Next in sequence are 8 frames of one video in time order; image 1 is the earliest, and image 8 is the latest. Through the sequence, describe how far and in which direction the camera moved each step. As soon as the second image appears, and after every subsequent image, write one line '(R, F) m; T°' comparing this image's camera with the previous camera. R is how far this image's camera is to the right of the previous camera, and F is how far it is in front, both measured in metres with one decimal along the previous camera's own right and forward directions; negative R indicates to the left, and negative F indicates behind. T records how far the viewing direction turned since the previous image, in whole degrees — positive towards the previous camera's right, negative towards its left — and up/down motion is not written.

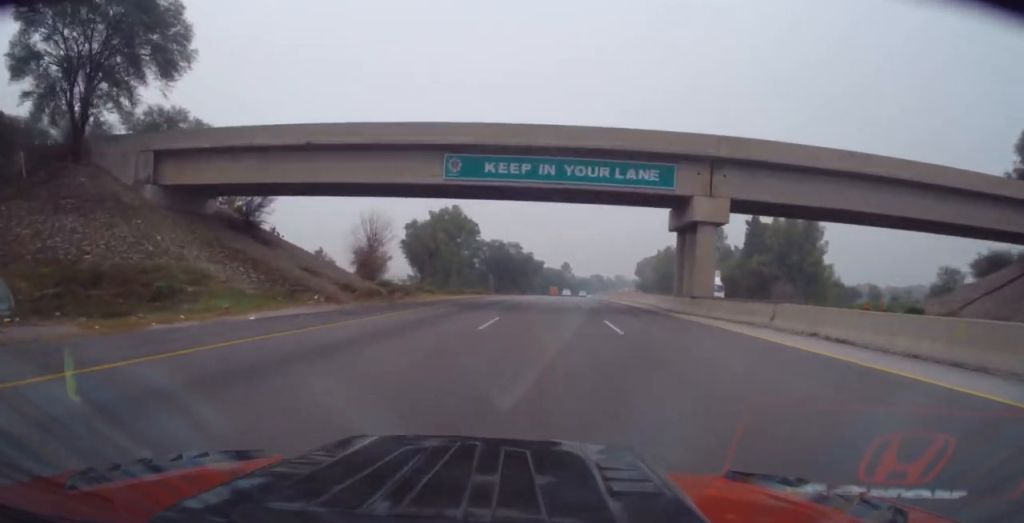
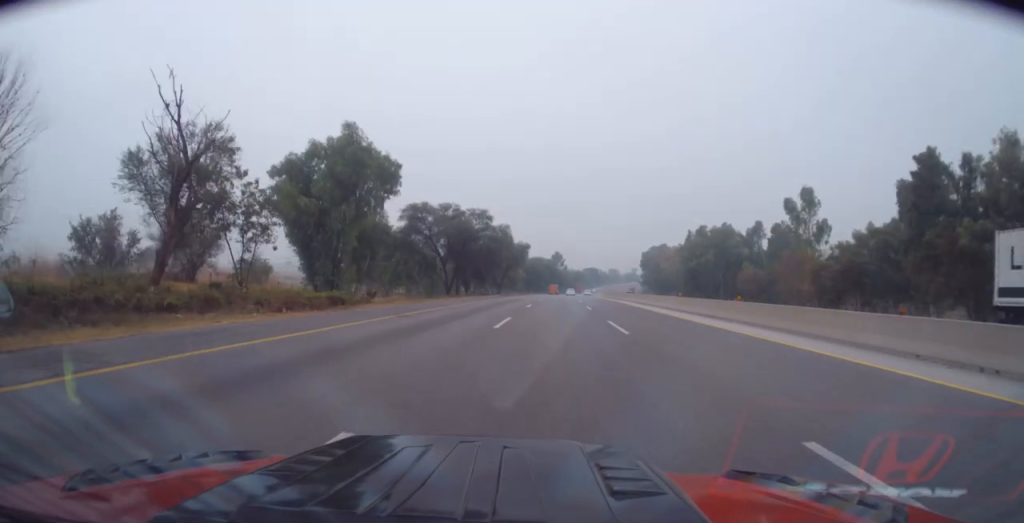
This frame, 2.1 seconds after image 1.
(+0.9, +52.8) m; +2°
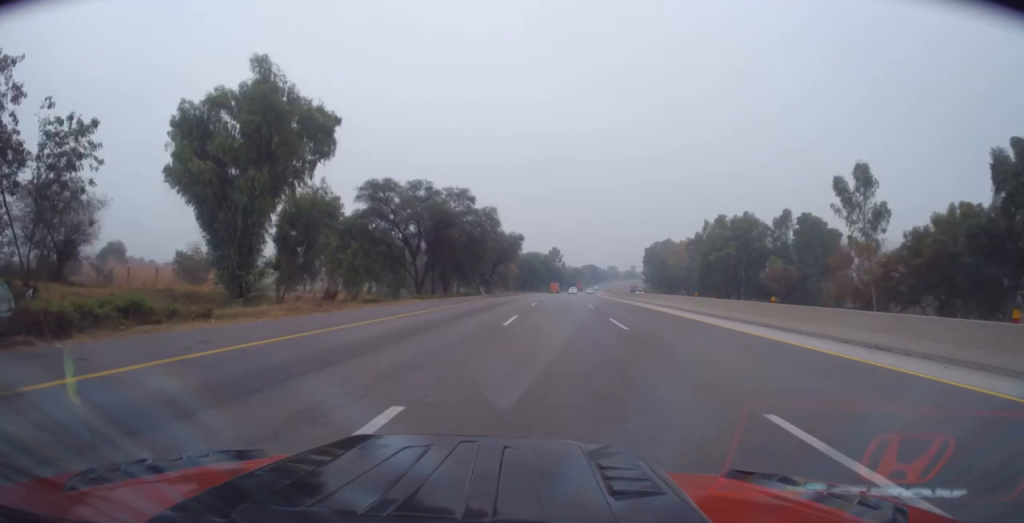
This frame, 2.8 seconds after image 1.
(+0.2, +16.9) m; +1°
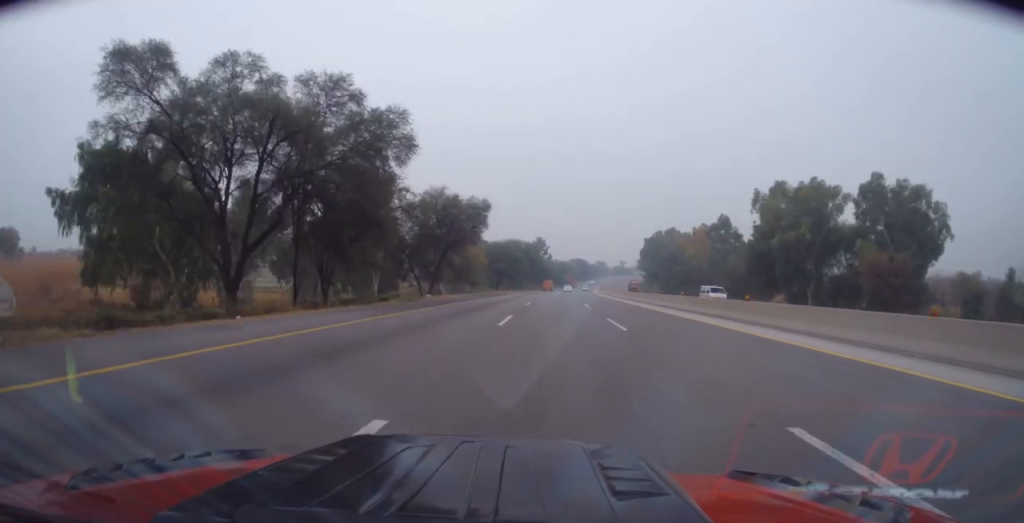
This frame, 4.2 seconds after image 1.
(-0.1, +36.7) m; 0°
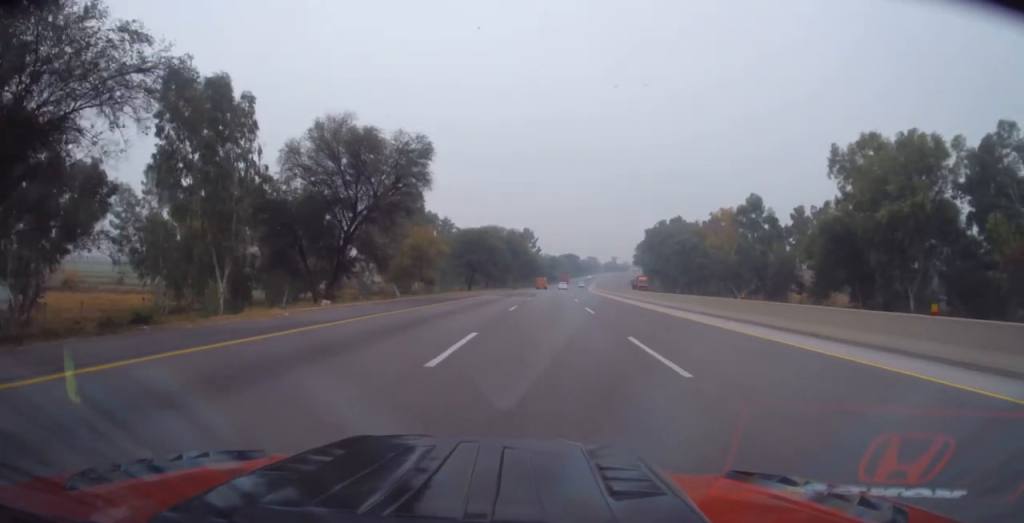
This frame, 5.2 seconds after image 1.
(+0.3, +26.7) m; +1°
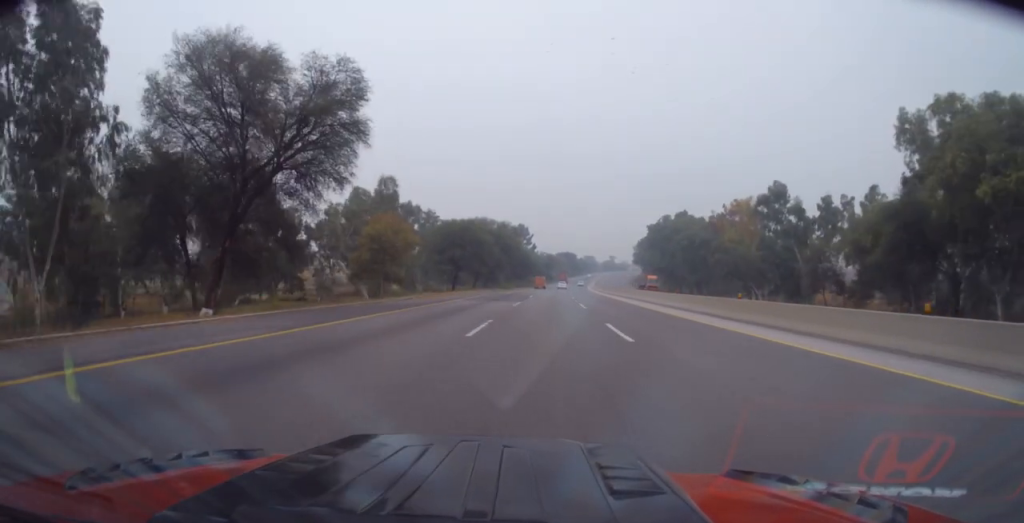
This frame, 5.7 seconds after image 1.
(+0.2, +13.0) m; 0°
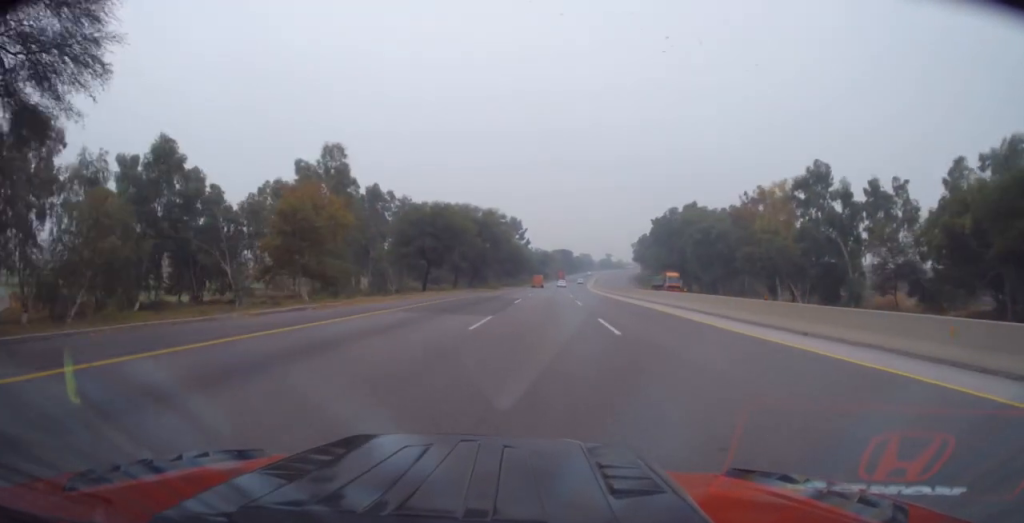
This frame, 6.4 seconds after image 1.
(-0.1, +16.6) m; 0°
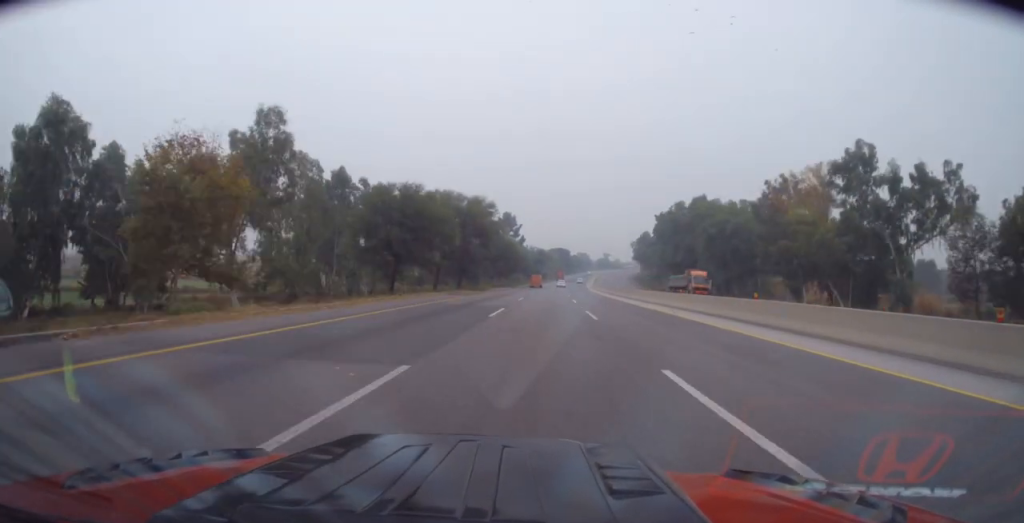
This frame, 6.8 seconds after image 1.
(0.0, +12.2) m; 0°
